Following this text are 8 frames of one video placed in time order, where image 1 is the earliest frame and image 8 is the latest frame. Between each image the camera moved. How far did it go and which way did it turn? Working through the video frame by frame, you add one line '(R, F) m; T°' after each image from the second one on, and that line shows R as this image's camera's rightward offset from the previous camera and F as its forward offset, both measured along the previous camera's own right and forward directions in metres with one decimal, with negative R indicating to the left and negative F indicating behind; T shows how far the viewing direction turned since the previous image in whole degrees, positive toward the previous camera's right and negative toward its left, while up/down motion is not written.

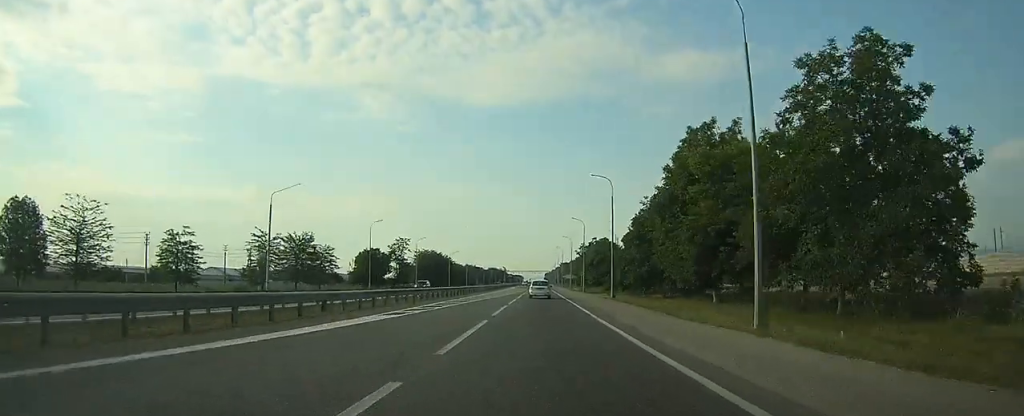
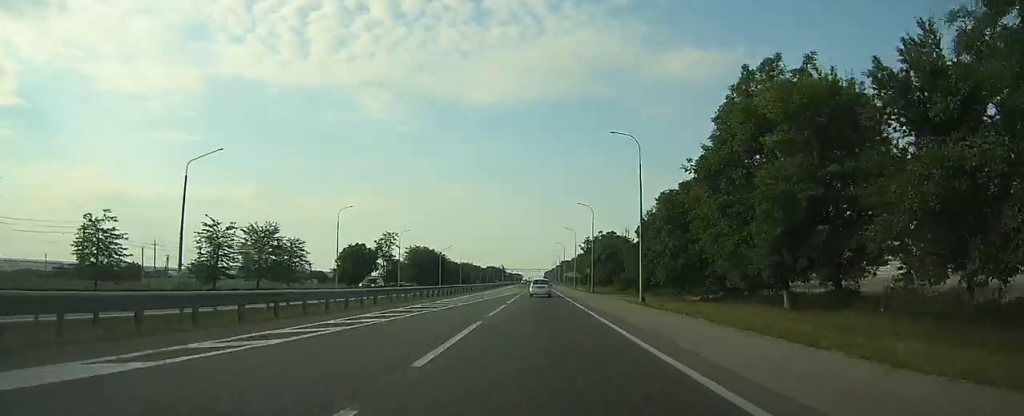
(0.0, +13.8) m; 0°
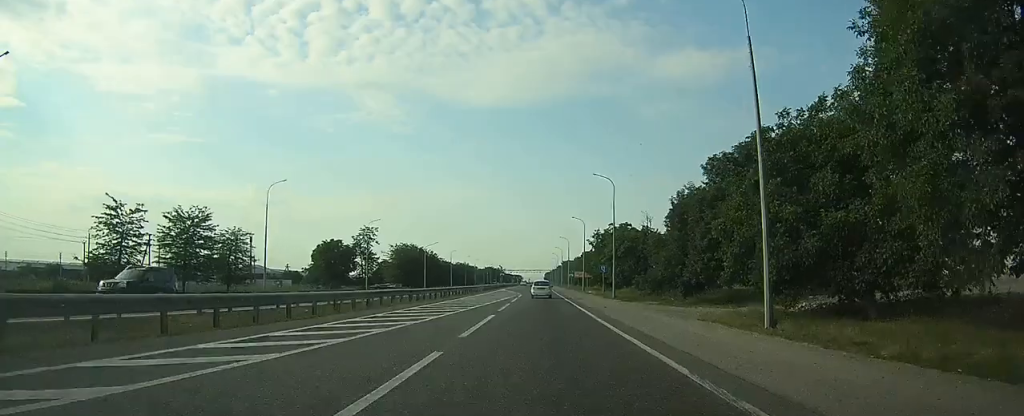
(0.0, +19.4) m; 0°
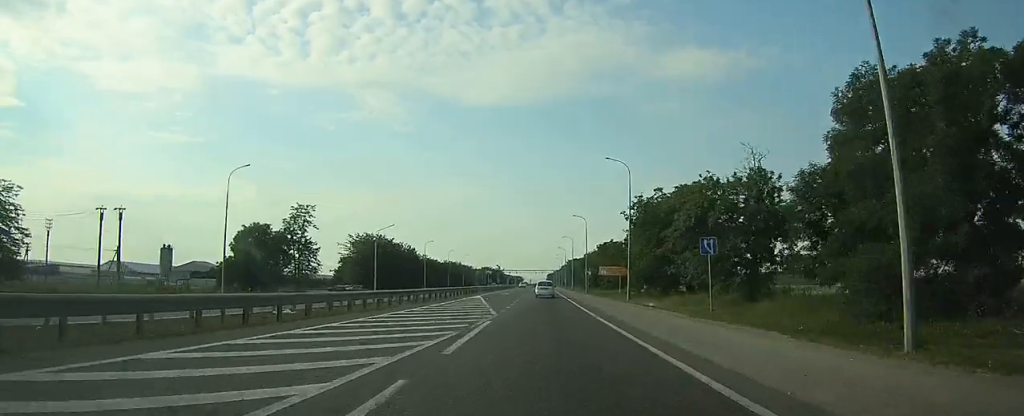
(0.0, +39.3) m; 0°
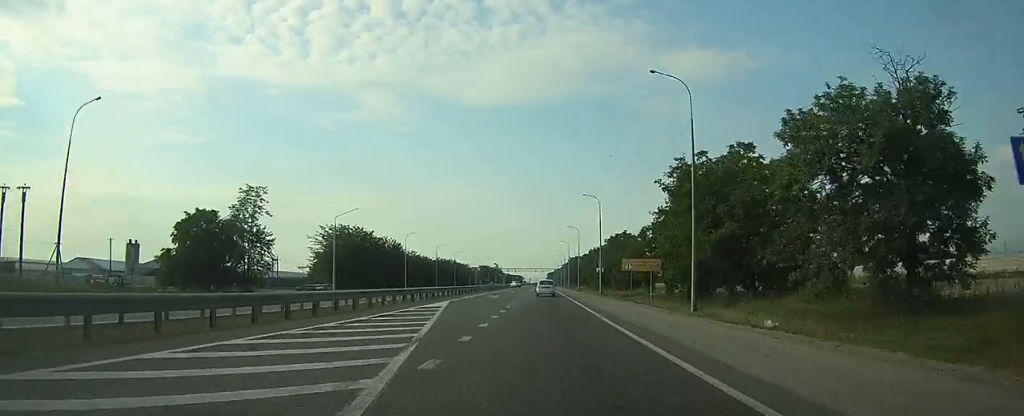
(0.0, +17.6) m; 0°
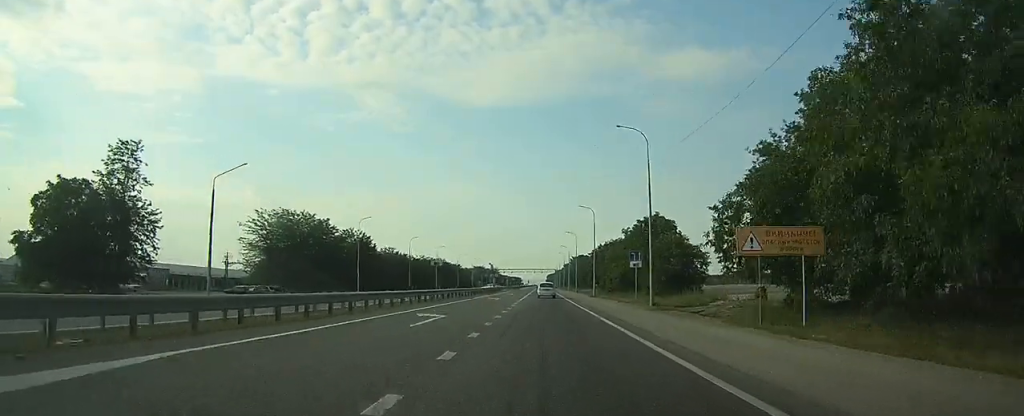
(-0.1, +27.1) m; 0°
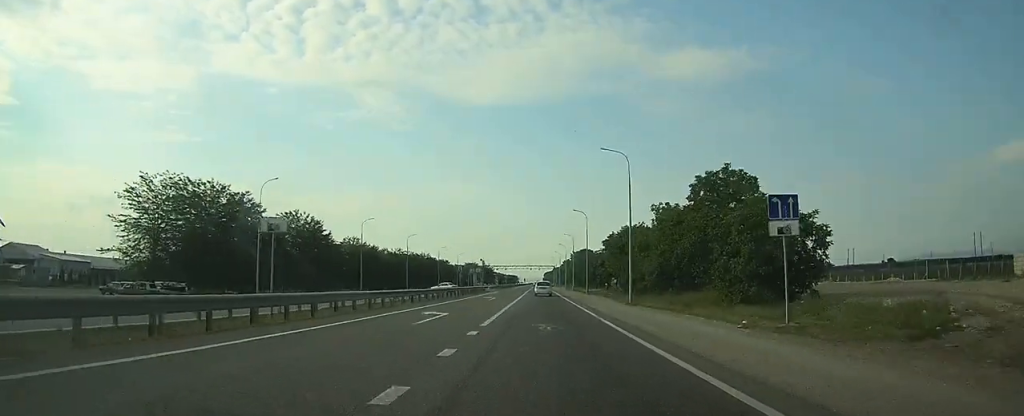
(0.0, +27.8) m; 0°
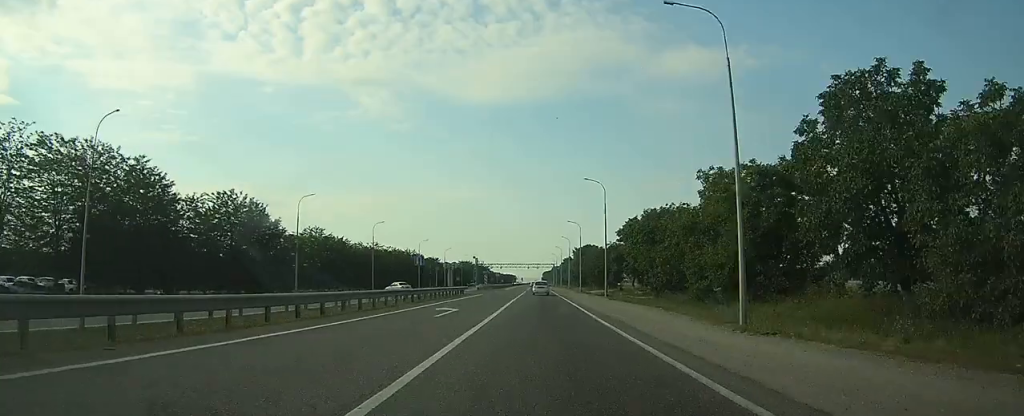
(0.0, +21.3) m; 0°
